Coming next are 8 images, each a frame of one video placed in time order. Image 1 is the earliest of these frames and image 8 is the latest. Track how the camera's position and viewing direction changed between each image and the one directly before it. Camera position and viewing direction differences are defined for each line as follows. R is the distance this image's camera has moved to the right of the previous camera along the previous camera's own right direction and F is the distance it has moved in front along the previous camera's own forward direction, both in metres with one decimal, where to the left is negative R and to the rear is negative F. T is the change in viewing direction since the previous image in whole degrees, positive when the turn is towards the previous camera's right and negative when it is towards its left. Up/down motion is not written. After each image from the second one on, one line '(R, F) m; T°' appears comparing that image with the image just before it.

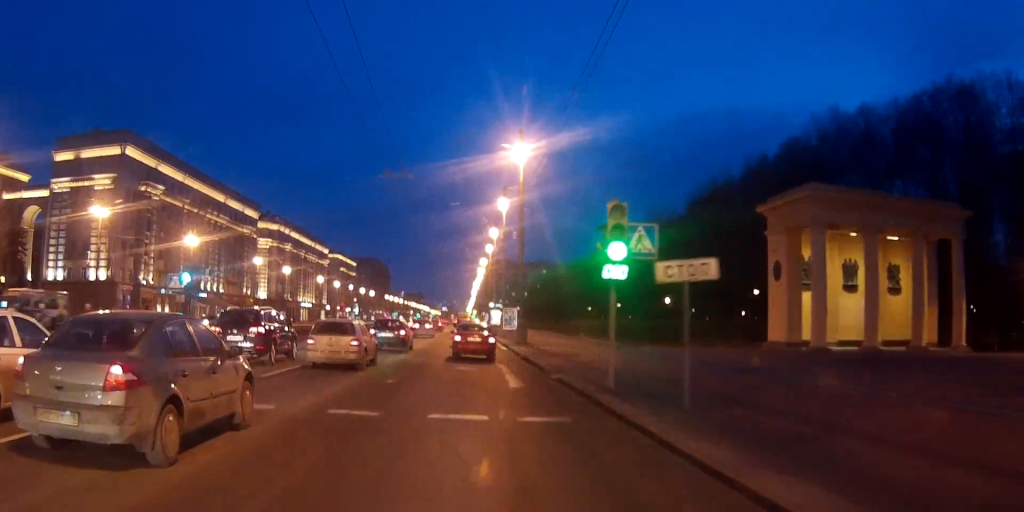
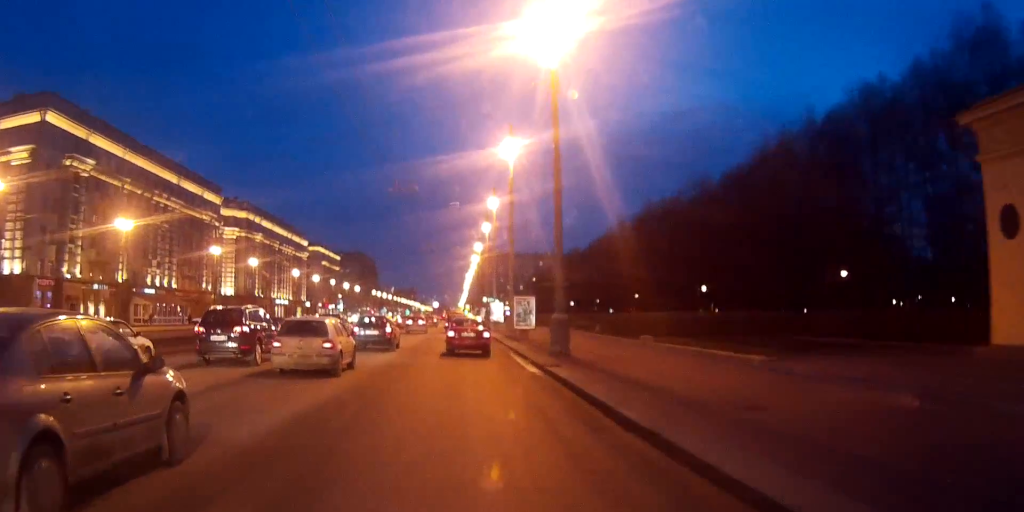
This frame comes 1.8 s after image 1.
(+0.2, +20.9) m; +1°
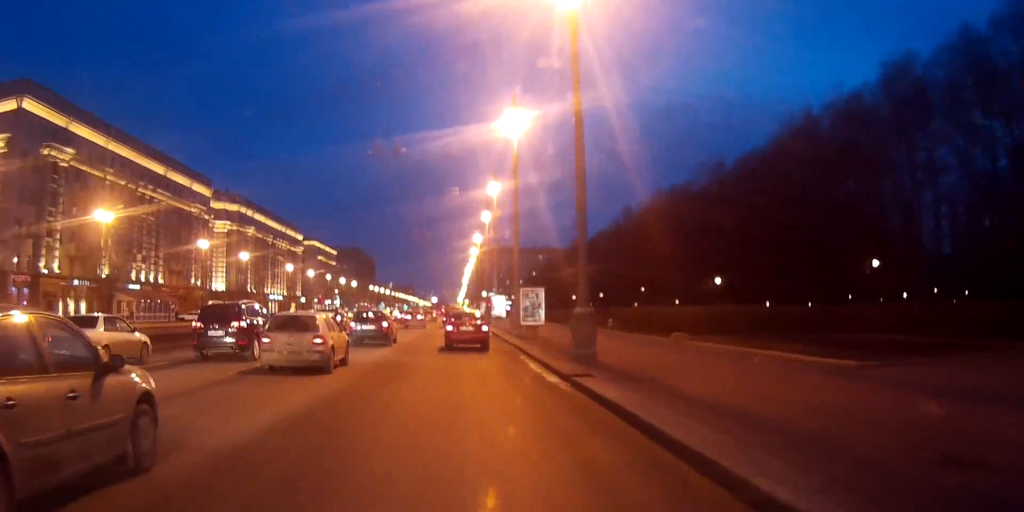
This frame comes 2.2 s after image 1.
(0.0, +5.3) m; 0°
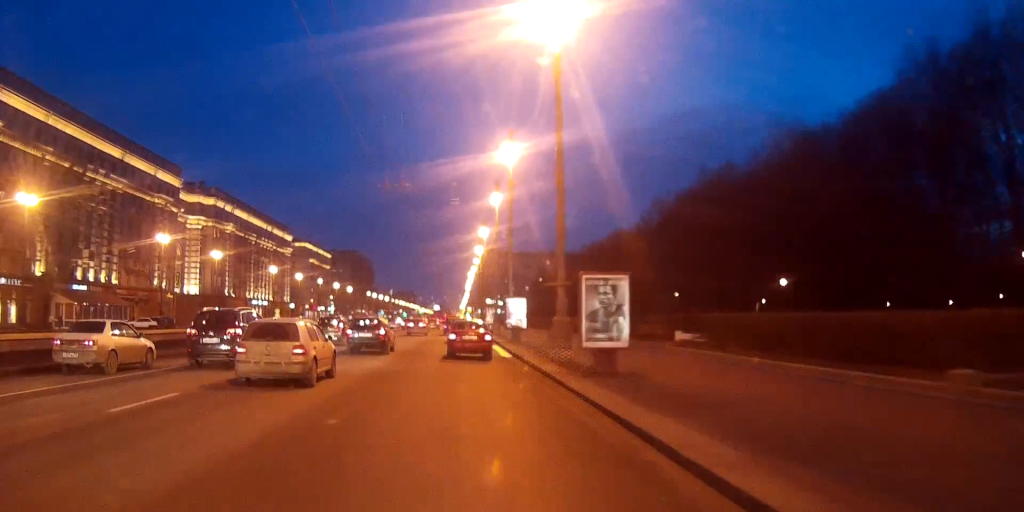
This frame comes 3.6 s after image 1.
(+0.1, +18.1) m; 0°
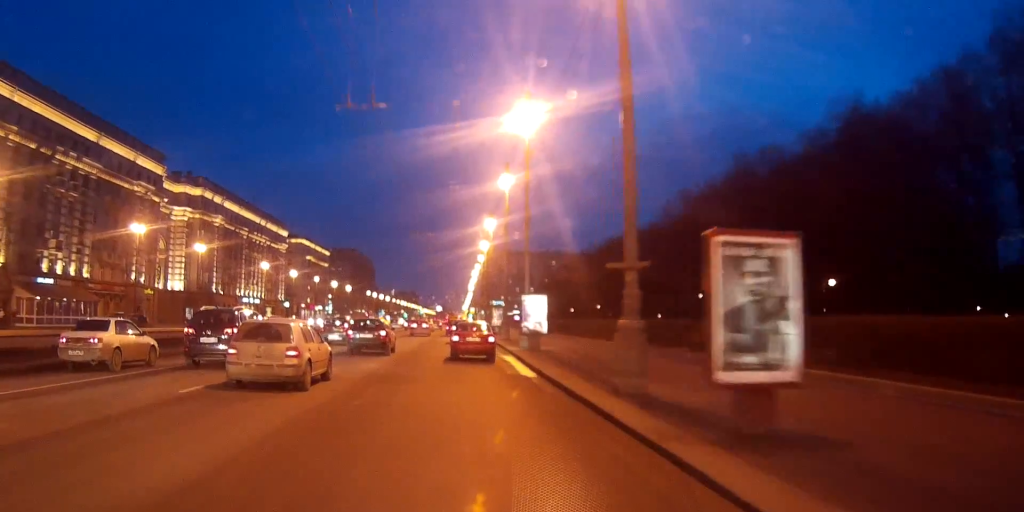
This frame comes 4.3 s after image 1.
(0.0, +9.5) m; 0°
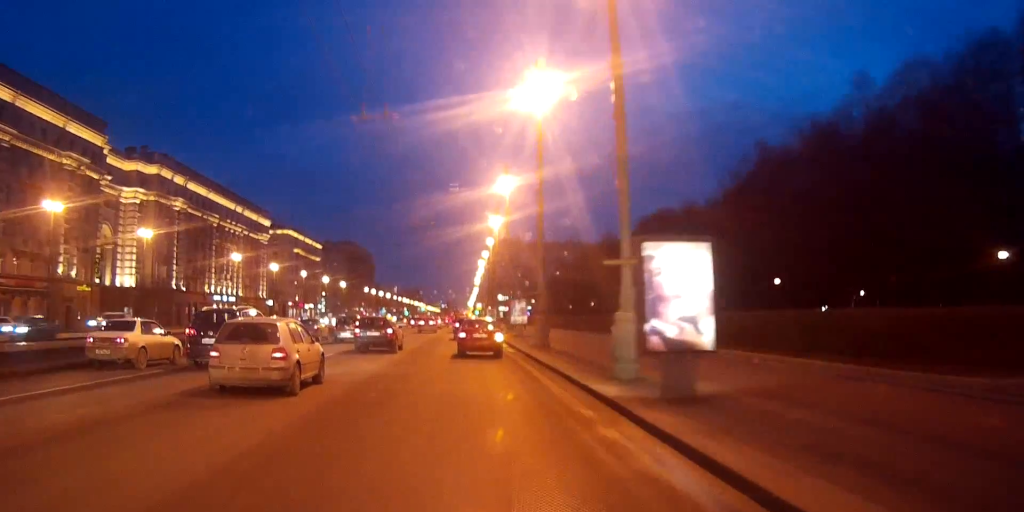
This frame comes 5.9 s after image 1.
(0.0, +22.6) m; 0°
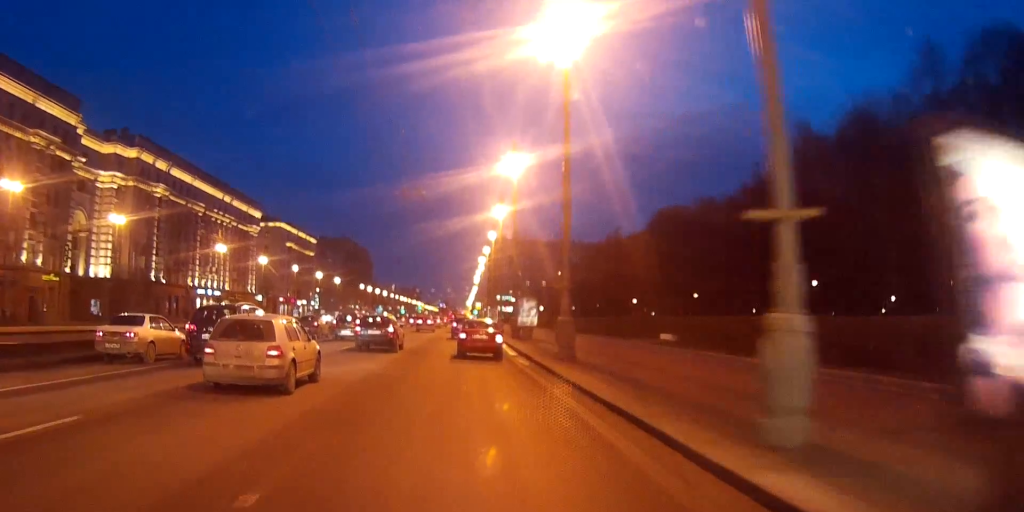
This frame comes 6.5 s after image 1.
(0.0, +8.3) m; 0°
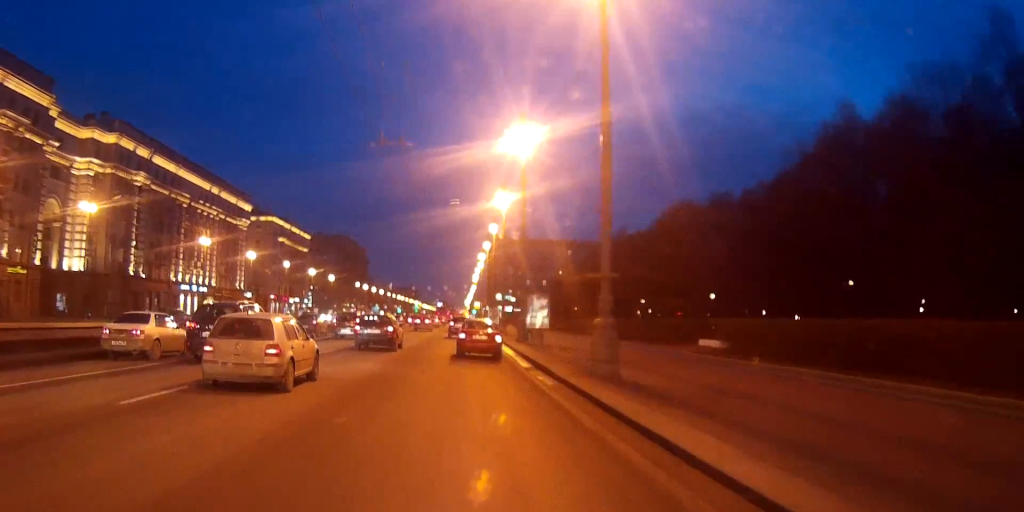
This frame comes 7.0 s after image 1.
(0.0, +7.4) m; 0°
